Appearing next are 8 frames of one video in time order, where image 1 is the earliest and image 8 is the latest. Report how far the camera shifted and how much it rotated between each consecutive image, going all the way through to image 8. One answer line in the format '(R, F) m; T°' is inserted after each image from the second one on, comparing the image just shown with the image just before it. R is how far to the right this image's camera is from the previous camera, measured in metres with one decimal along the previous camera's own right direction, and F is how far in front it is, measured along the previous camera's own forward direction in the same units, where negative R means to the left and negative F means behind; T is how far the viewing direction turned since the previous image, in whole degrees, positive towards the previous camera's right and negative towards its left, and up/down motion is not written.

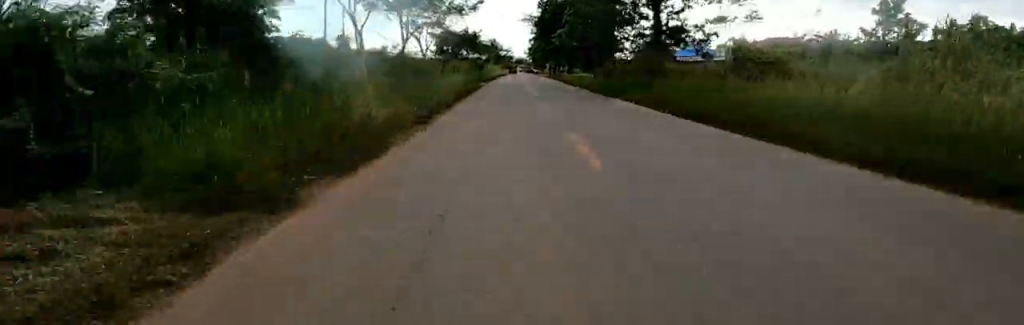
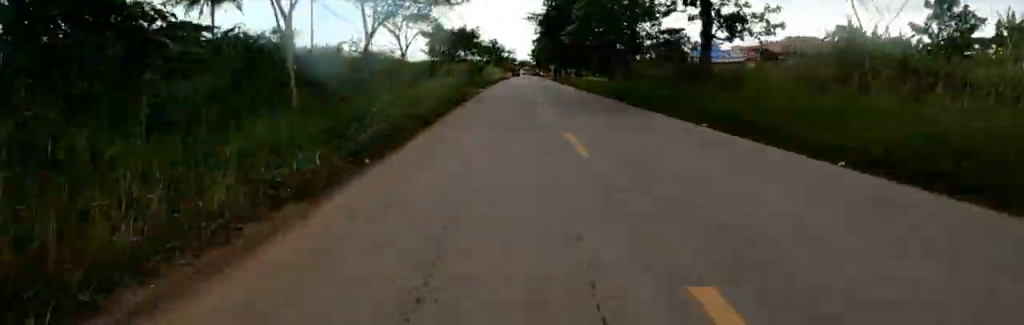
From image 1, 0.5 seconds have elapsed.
(0.0, +6.1) m; 0°
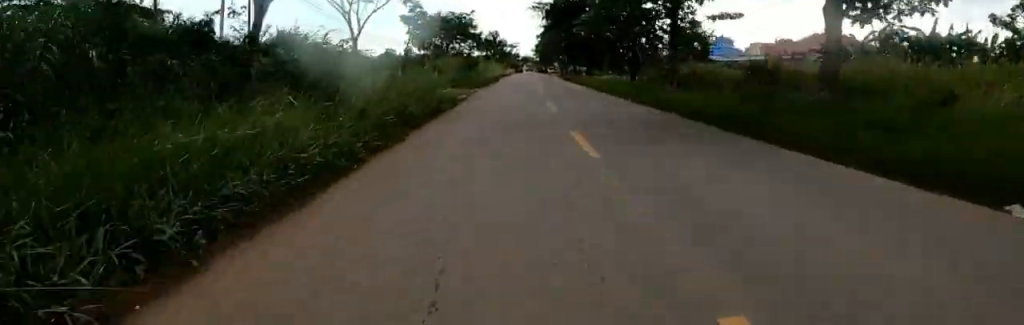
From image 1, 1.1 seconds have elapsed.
(0.0, +7.8) m; 0°
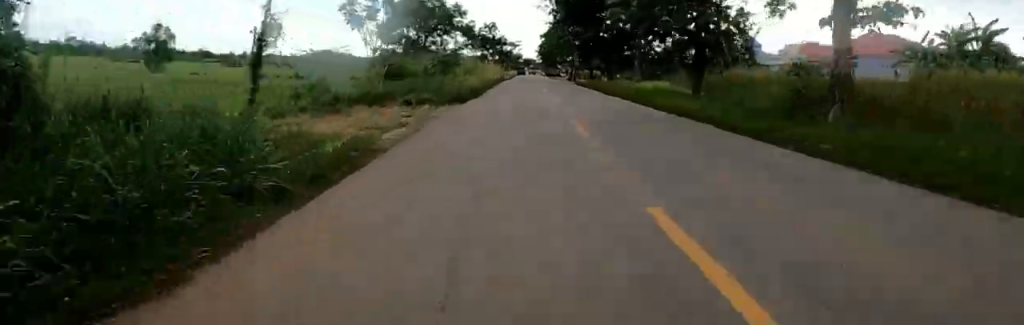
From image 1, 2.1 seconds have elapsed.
(+0.2, +13.8) m; +1°
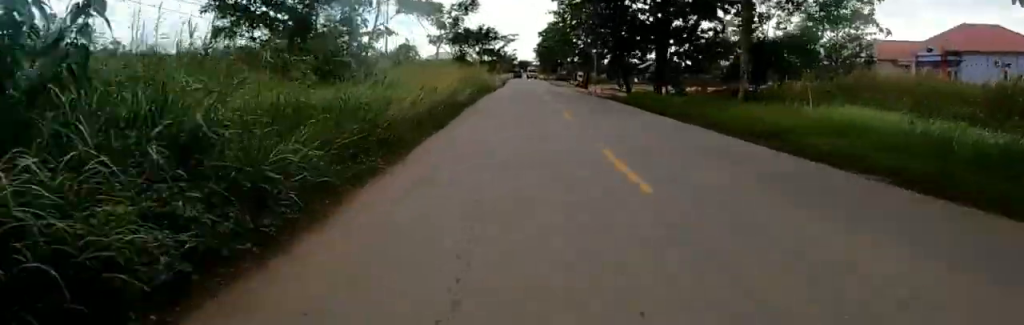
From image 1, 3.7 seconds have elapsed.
(0.0, +19.7) m; +1°
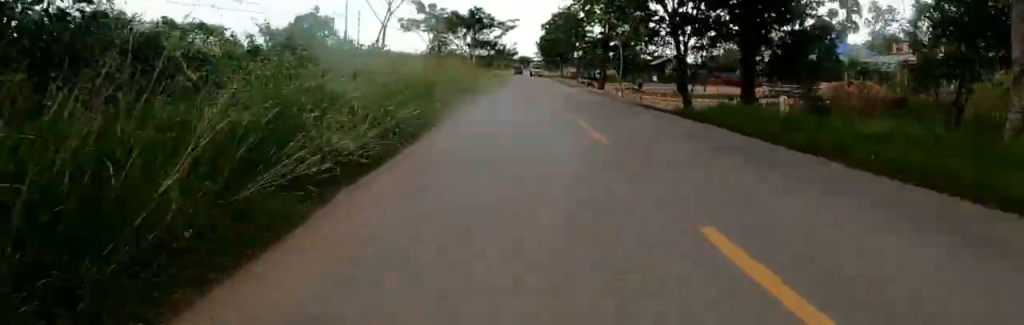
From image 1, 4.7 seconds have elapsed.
(+0.1, +12.4) m; -1°
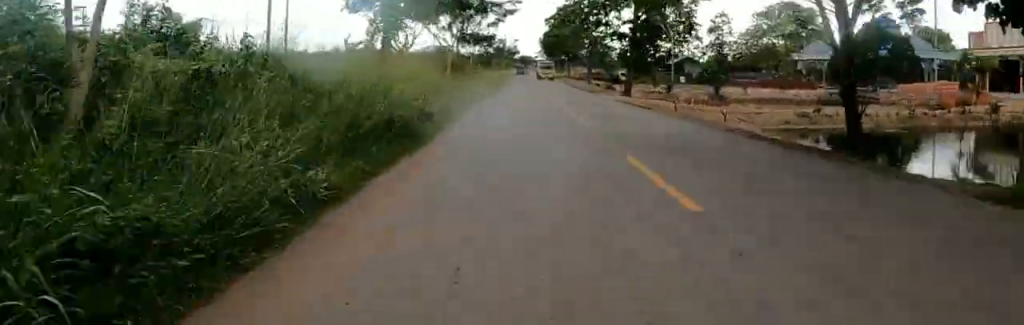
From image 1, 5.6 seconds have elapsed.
(-0.2, +12.3) m; -1°
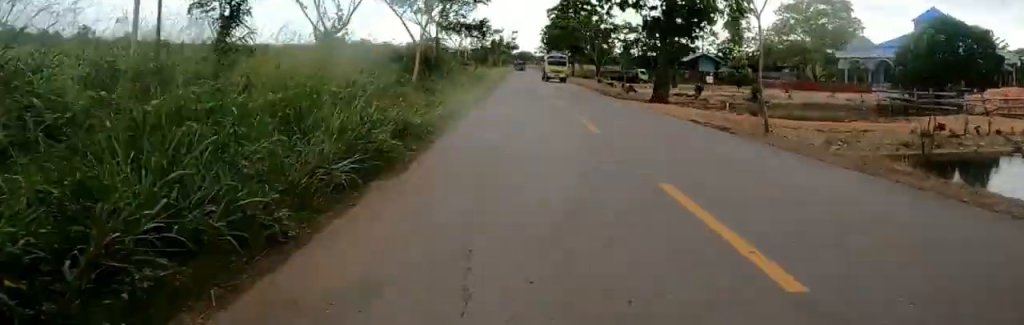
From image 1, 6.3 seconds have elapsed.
(-0.2, +9.0) m; +1°
